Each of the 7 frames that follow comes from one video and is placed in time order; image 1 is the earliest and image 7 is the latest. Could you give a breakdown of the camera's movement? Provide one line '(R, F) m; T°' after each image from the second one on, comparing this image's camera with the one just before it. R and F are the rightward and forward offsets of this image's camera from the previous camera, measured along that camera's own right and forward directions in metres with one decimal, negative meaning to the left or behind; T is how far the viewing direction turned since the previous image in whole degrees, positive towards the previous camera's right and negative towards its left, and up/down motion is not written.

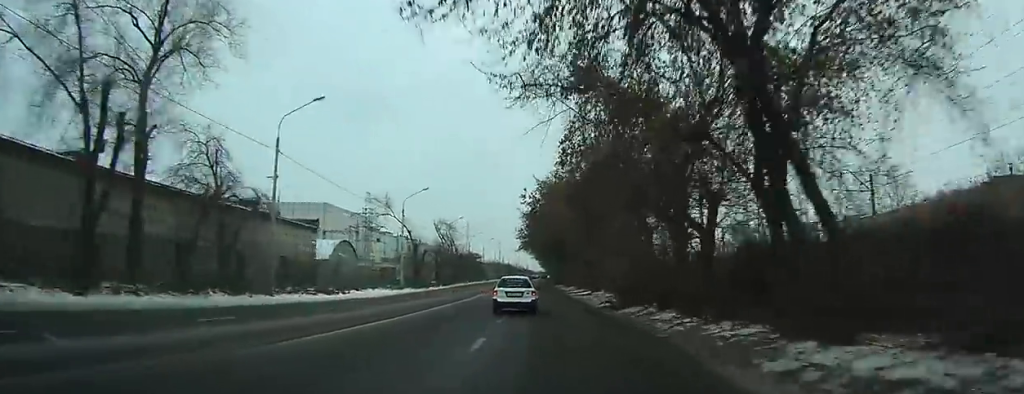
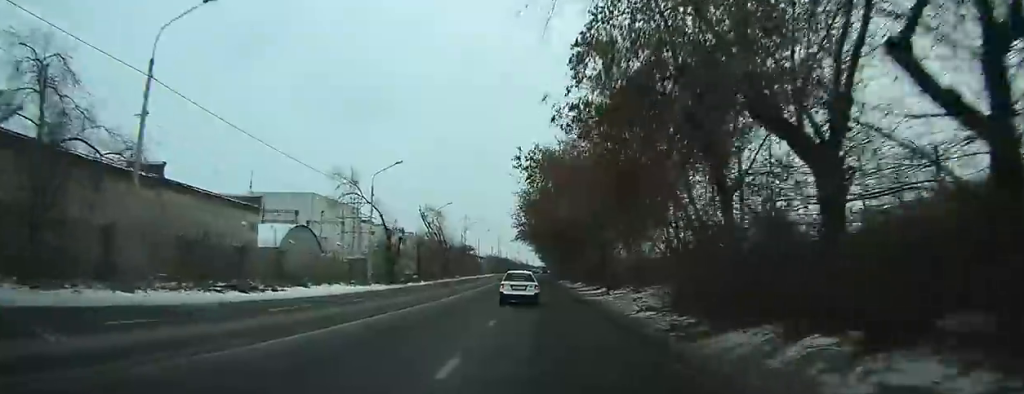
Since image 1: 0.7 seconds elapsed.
(0.0, +11.4) m; 0°
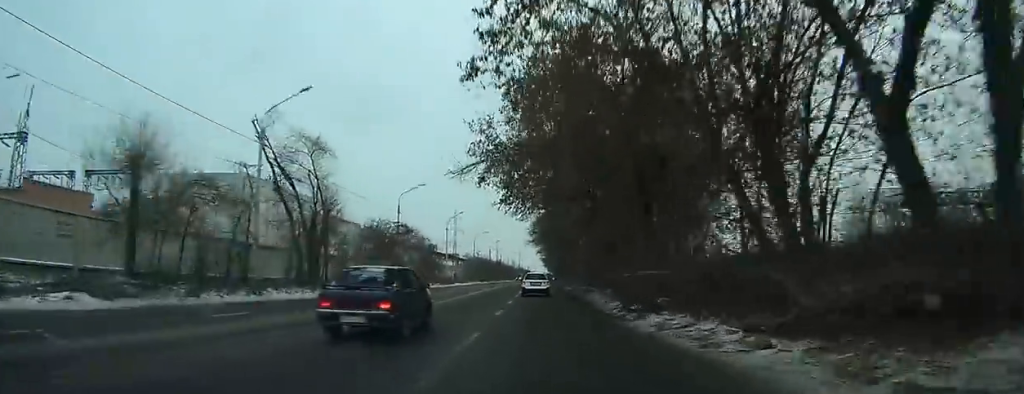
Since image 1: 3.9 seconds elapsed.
(-0.5, +51.2) m; -1°
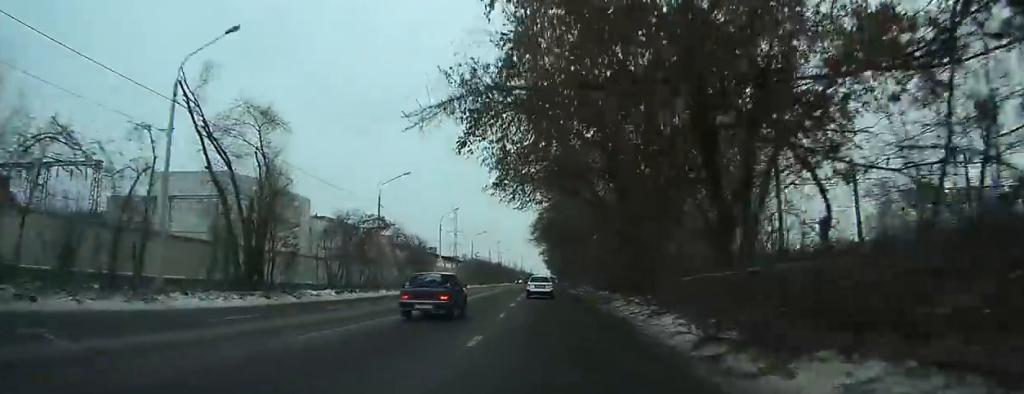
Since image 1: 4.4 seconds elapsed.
(0.0, +8.2) m; 0°
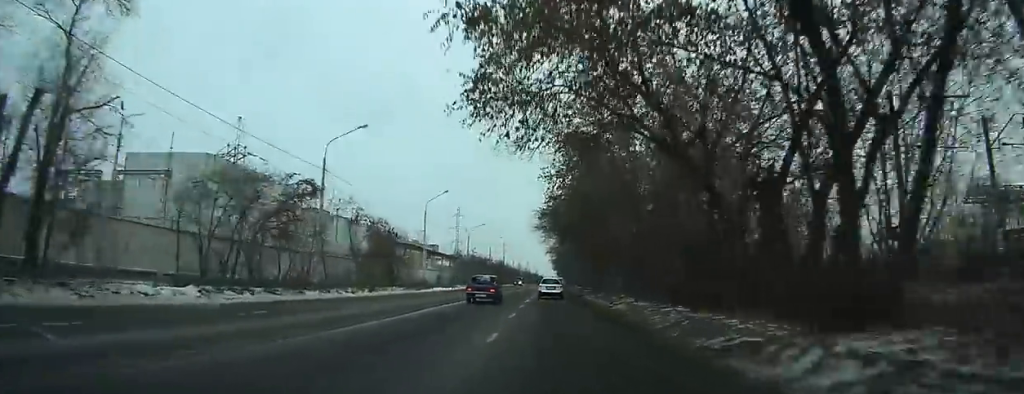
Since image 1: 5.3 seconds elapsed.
(+0.1, +15.4) m; 0°
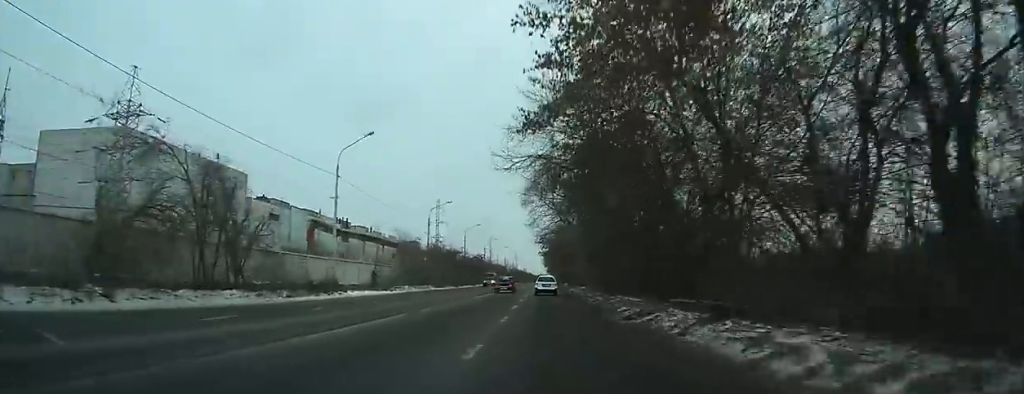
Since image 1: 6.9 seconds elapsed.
(+0.1, +26.4) m; +1°
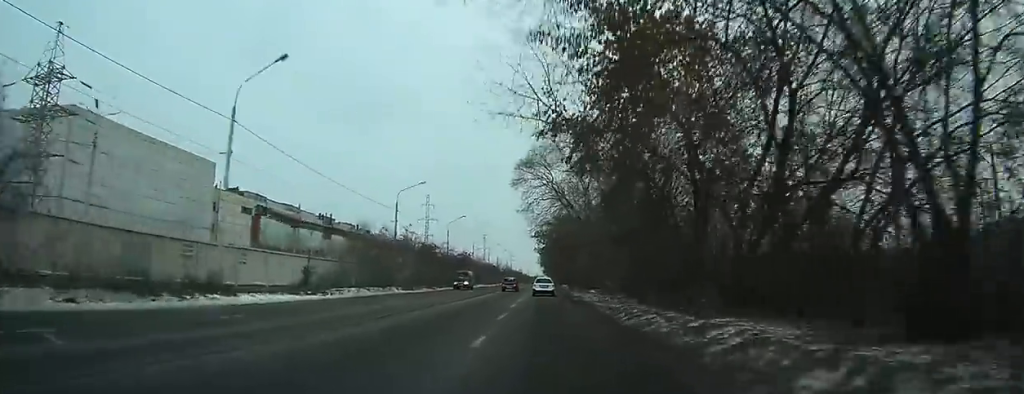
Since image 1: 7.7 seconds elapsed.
(0.0, +14.2) m; +1°
